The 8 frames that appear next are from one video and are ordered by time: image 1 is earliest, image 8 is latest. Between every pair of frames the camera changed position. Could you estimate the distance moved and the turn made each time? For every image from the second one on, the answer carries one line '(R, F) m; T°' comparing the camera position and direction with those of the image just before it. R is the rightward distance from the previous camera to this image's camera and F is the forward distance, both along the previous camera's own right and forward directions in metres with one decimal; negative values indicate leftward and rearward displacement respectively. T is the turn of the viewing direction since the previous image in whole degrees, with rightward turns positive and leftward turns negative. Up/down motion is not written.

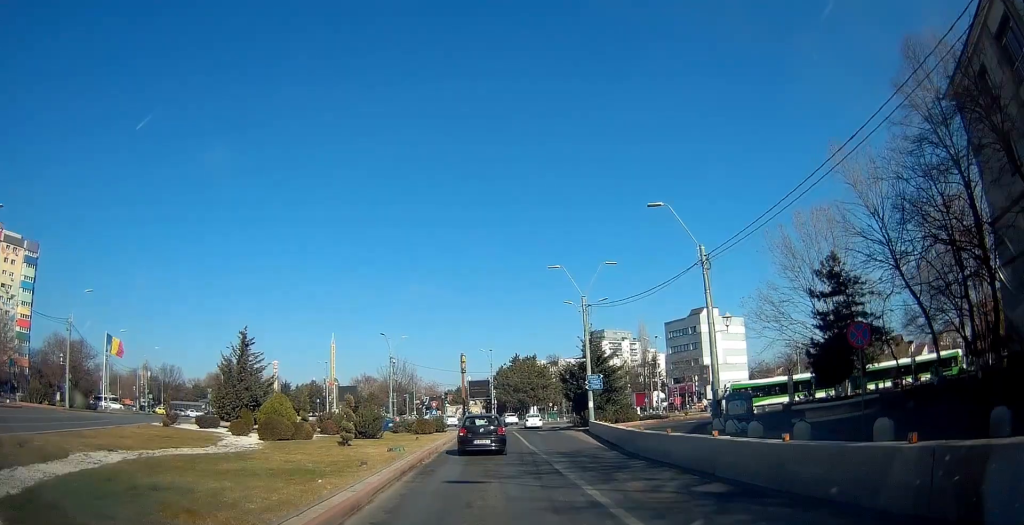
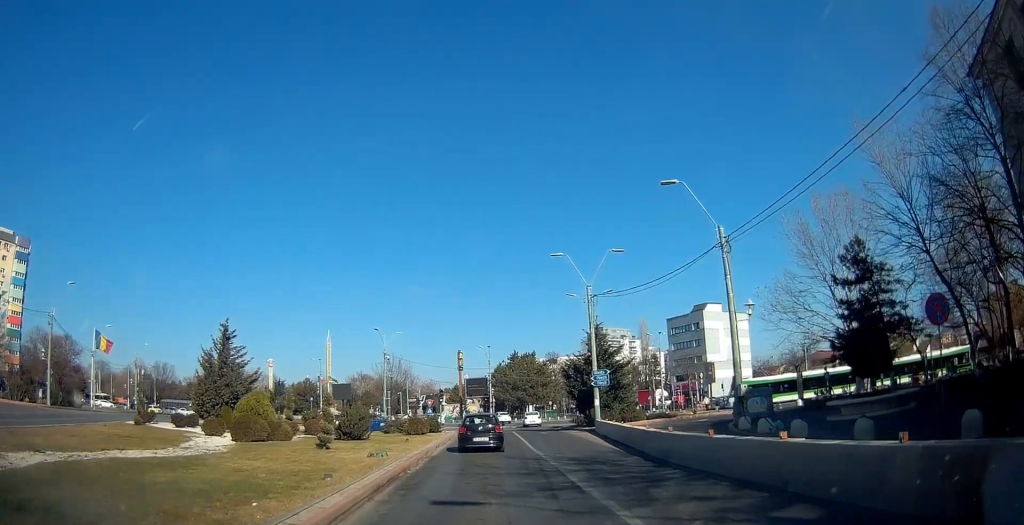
(+0.2, +3.7) m; +3°
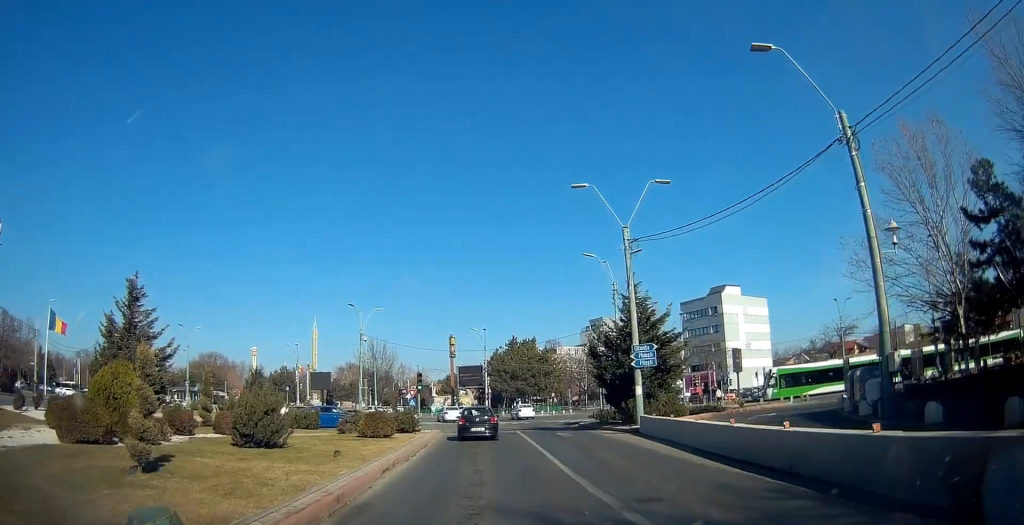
(+0.8, +11.7) m; +5°
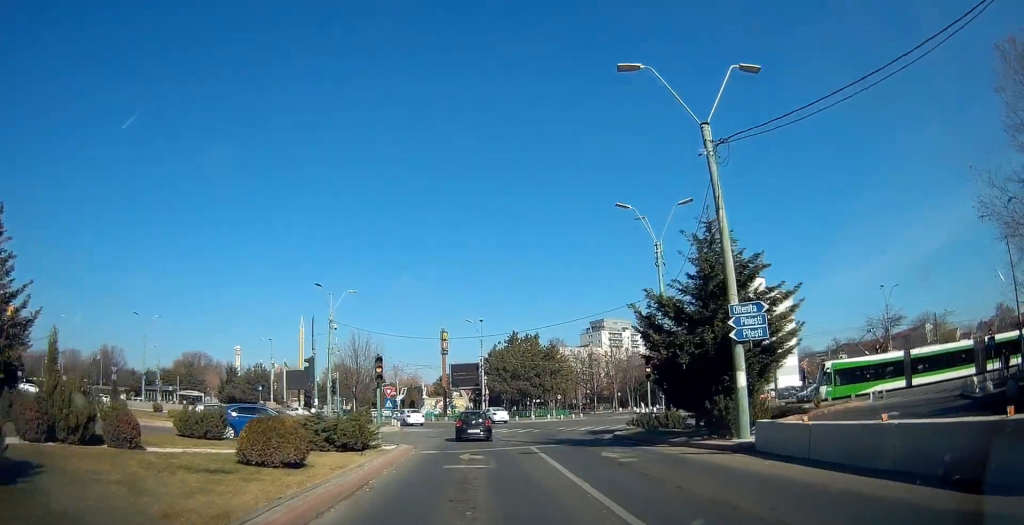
(-0.4, +11.8) m; -4°
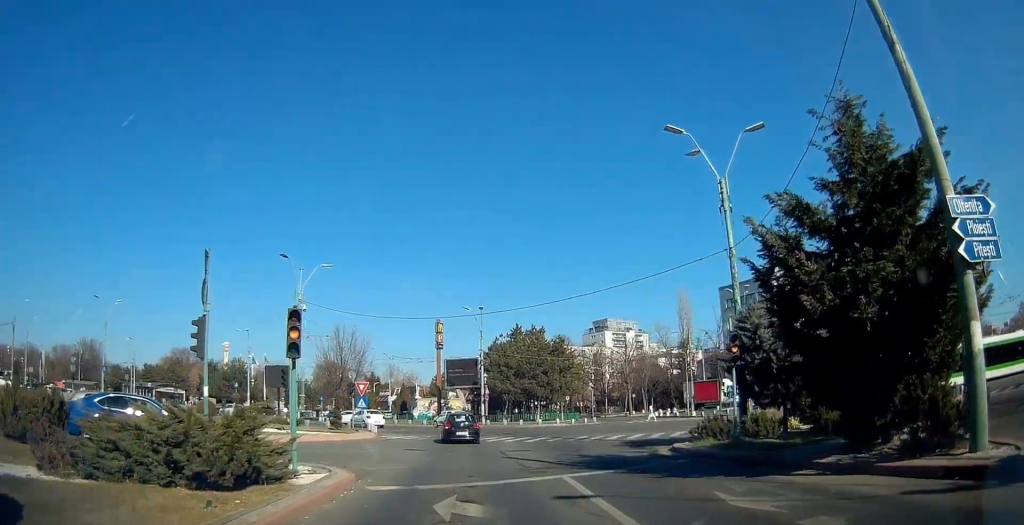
(-0.3, +9.5) m; +1°
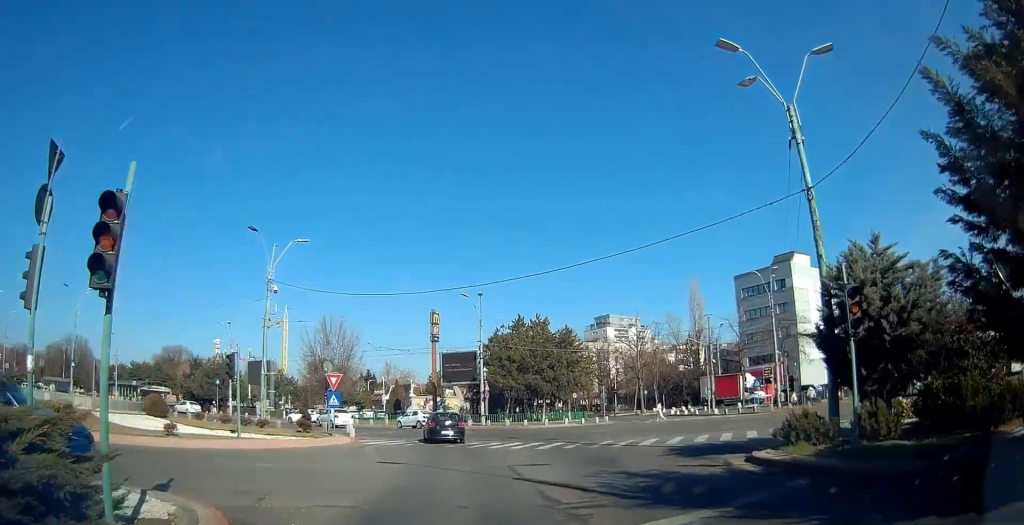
(+0.3, +6.0) m; +2°
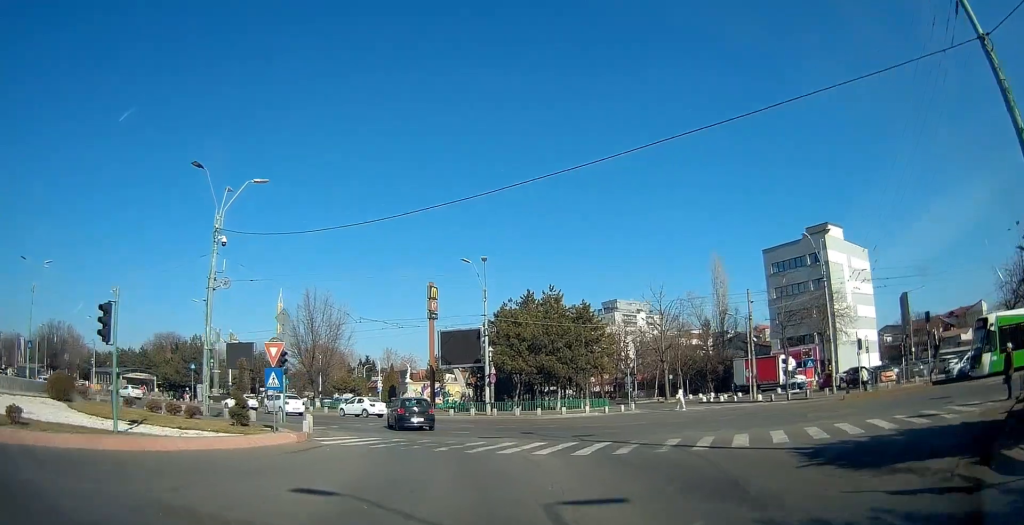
(+0.1, +8.1) m; -2°
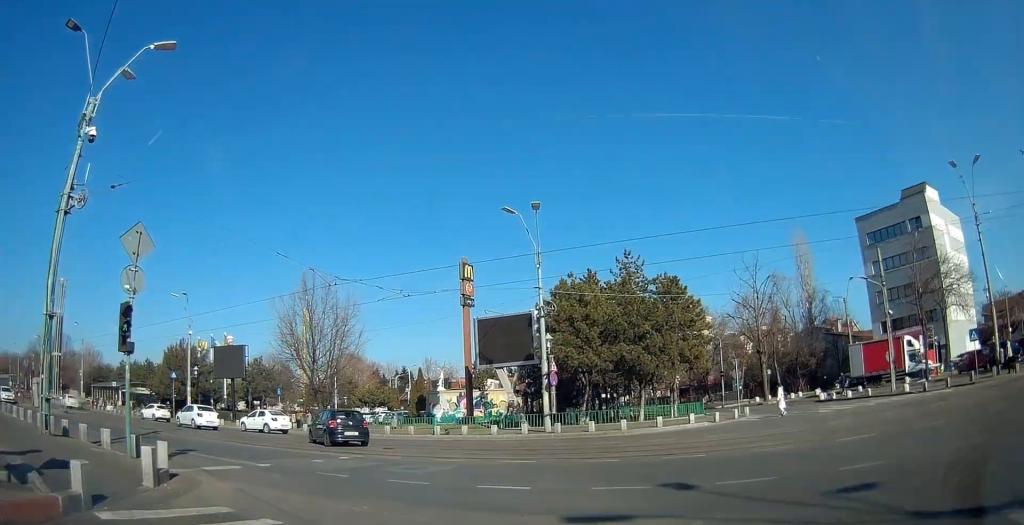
(-0.9, +14.6) m; -8°
